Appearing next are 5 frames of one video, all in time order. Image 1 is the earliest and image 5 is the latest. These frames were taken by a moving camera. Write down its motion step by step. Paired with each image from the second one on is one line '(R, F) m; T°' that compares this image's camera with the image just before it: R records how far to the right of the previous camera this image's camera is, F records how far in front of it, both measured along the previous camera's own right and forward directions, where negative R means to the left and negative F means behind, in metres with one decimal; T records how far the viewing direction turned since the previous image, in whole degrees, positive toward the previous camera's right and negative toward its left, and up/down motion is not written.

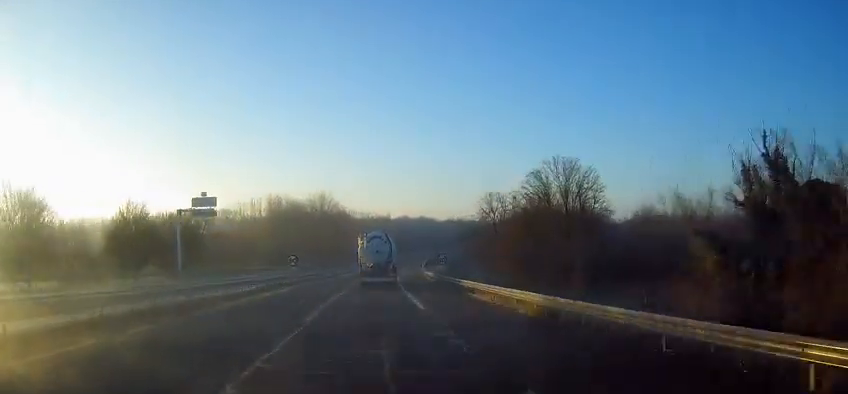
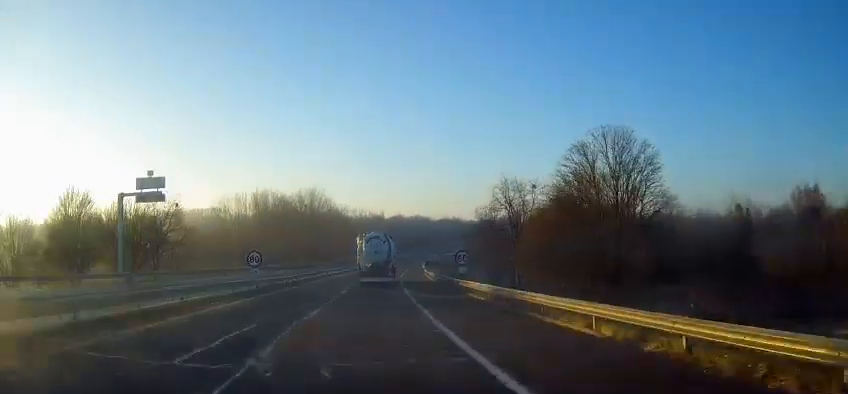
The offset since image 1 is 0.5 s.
(+0.3, +12.7) m; +1°
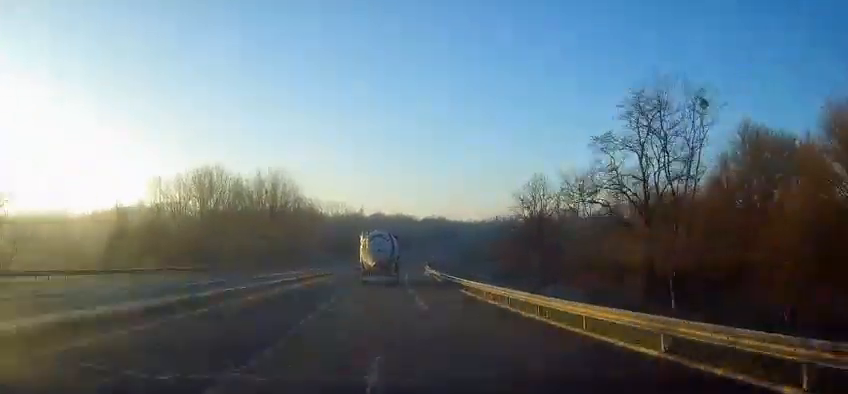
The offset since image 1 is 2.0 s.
(+0.5, +39.1) m; +2°
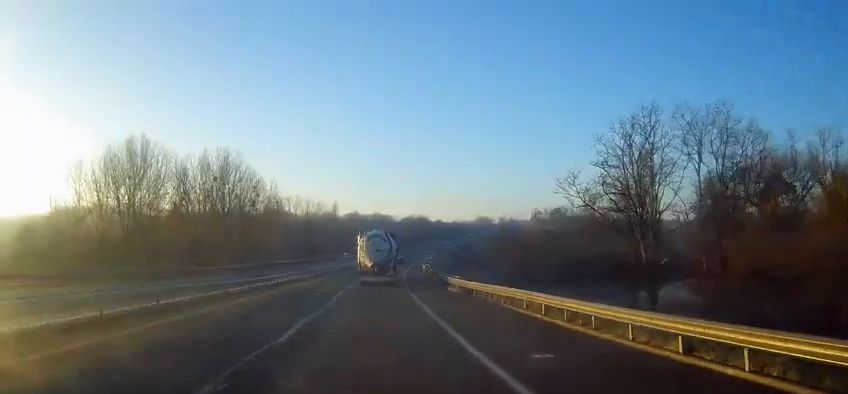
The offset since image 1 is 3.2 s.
(+0.6, +30.5) m; +3°
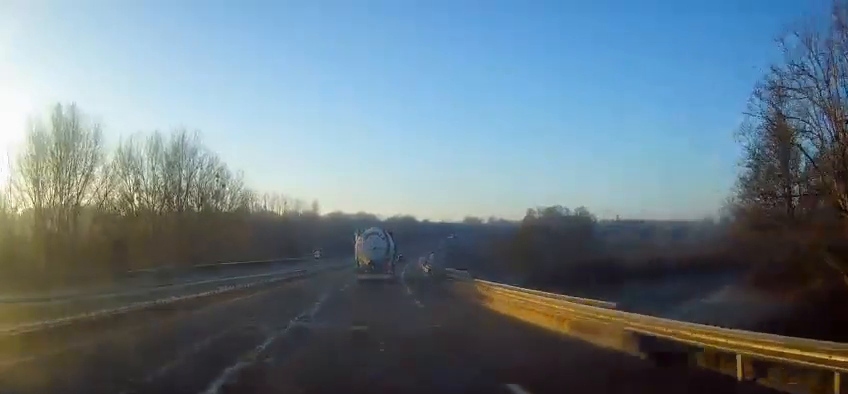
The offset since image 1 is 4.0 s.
(+0.3, +20.4) m; +2°
